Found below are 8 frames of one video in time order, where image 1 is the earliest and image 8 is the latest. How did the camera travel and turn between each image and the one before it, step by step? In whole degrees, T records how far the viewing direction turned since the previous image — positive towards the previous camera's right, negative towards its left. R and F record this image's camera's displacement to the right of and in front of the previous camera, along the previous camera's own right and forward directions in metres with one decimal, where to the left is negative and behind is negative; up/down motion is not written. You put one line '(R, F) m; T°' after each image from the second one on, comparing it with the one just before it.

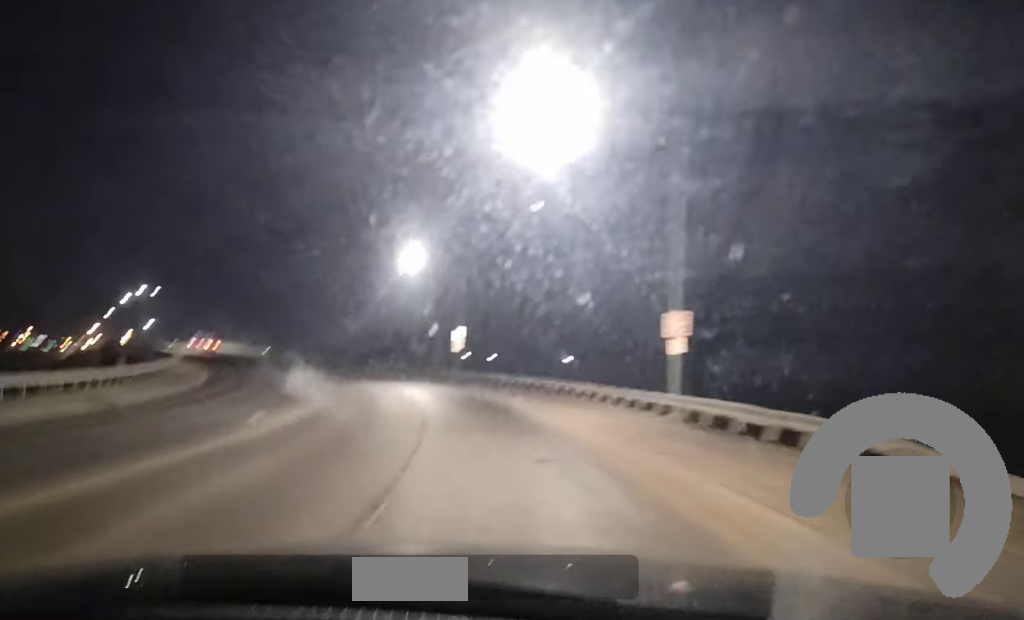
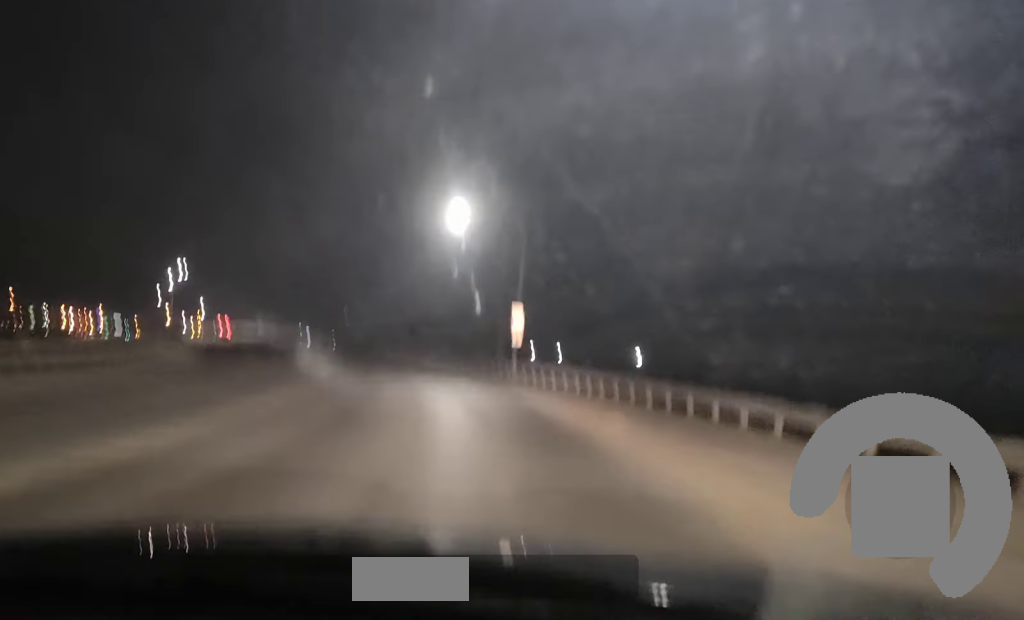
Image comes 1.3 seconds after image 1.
(-0.4, +16.5) m; -3°
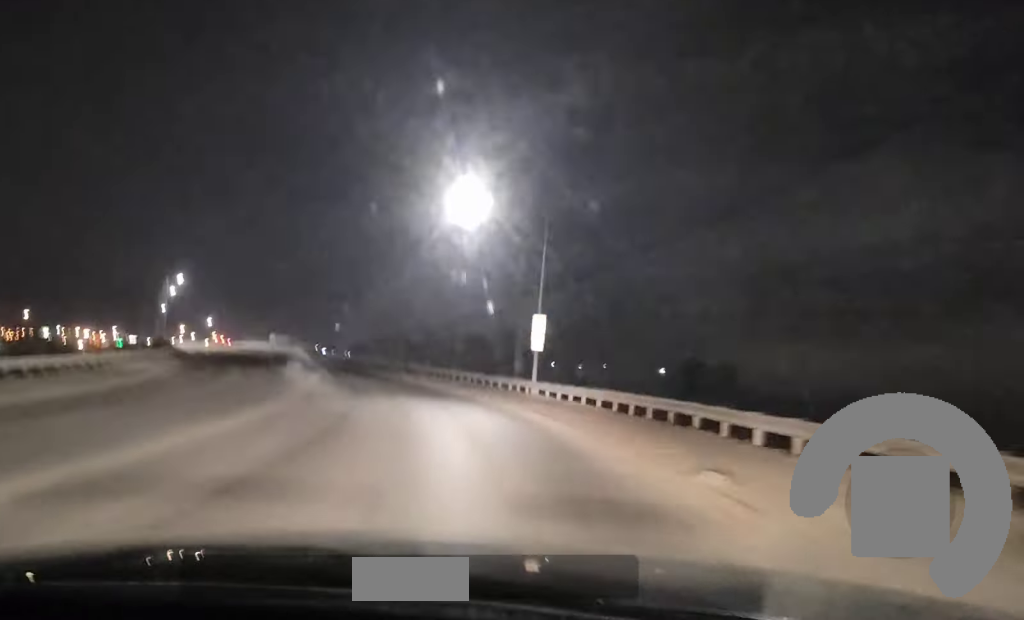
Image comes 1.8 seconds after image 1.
(0.0, +7.0) m; -1°
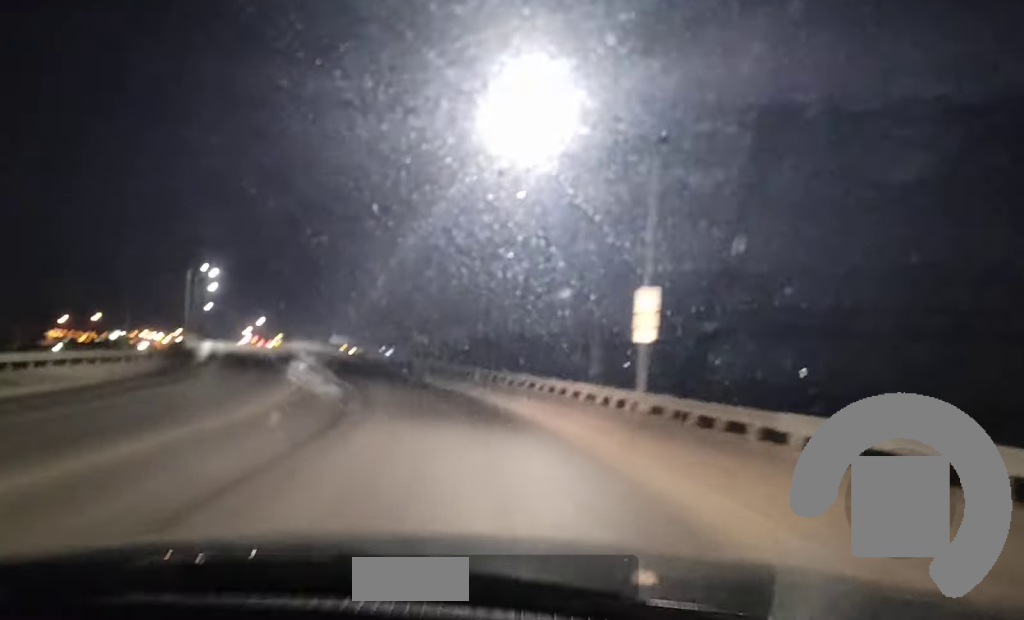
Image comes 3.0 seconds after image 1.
(-0.5, +14.6) m; -4°
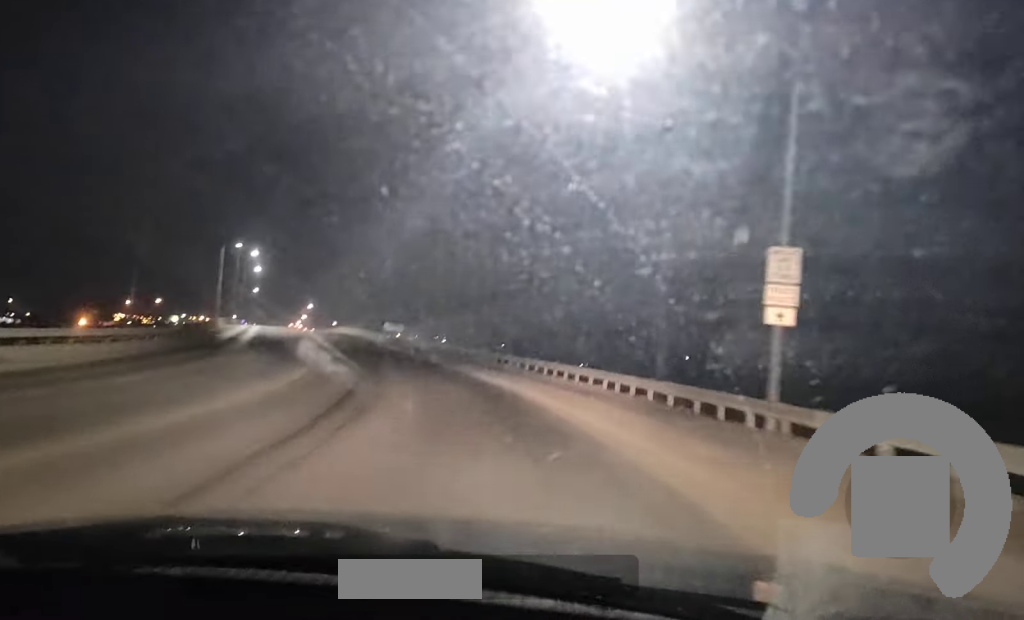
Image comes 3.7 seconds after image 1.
(+0.1, +8.9) m; -3°
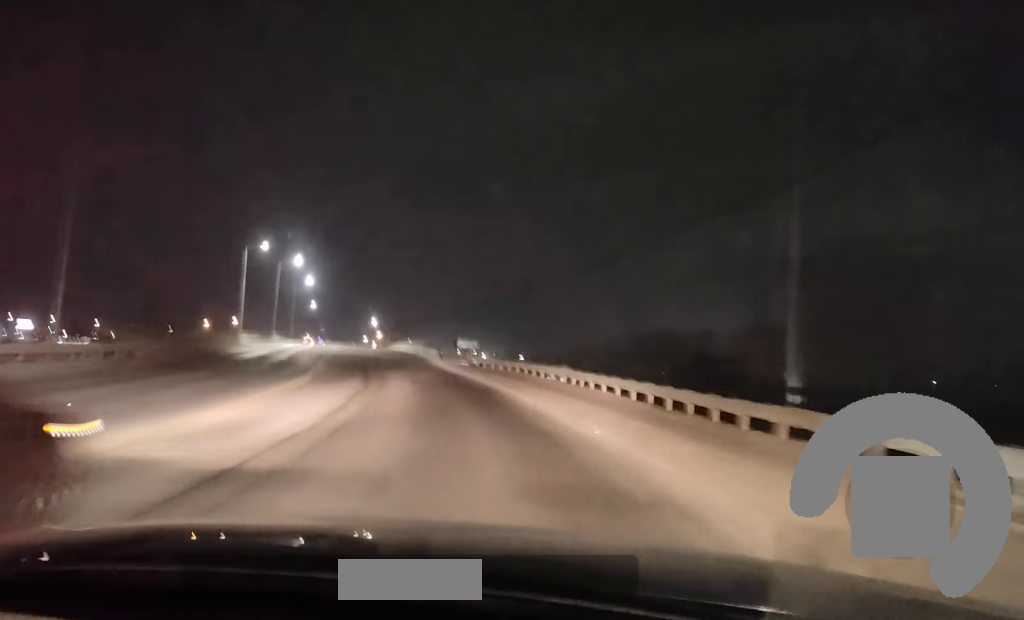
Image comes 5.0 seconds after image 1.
(-1.3, +16.2) m; -8°
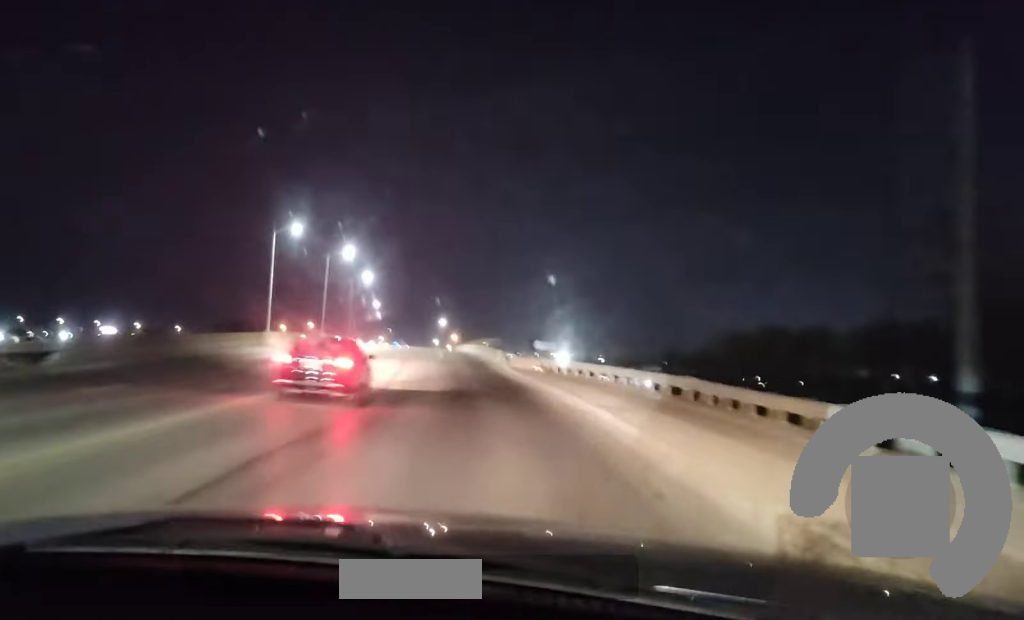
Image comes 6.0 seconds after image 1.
(-0.8, +13.8) m; -5°
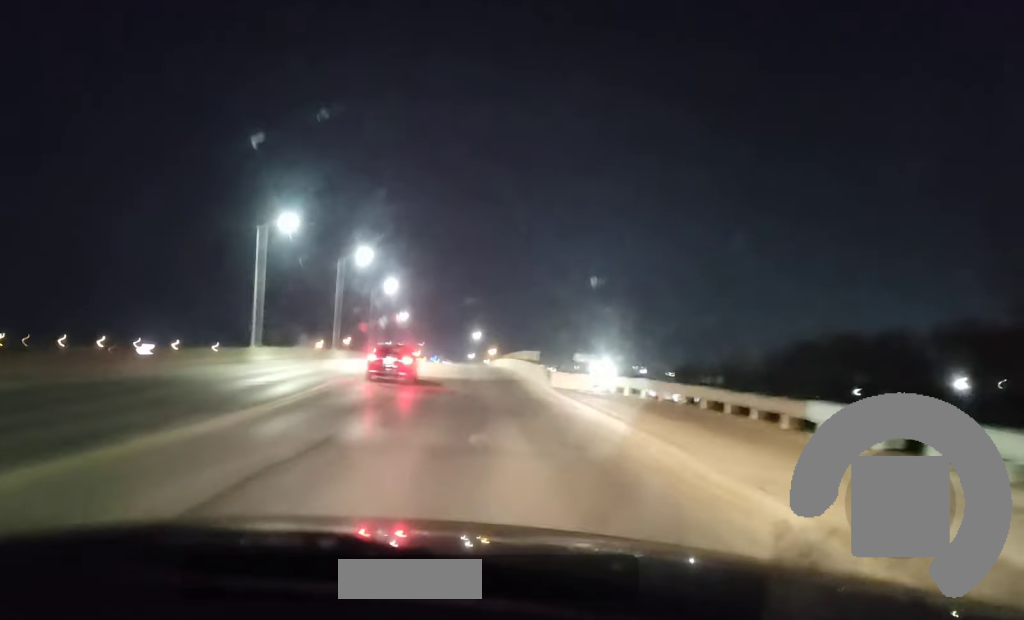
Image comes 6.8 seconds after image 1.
(-0.4, +11.3) m; -2°
